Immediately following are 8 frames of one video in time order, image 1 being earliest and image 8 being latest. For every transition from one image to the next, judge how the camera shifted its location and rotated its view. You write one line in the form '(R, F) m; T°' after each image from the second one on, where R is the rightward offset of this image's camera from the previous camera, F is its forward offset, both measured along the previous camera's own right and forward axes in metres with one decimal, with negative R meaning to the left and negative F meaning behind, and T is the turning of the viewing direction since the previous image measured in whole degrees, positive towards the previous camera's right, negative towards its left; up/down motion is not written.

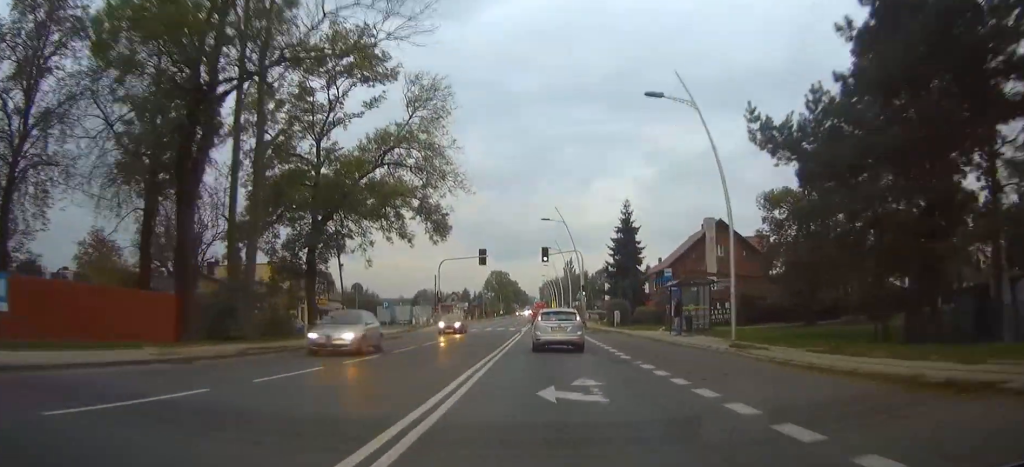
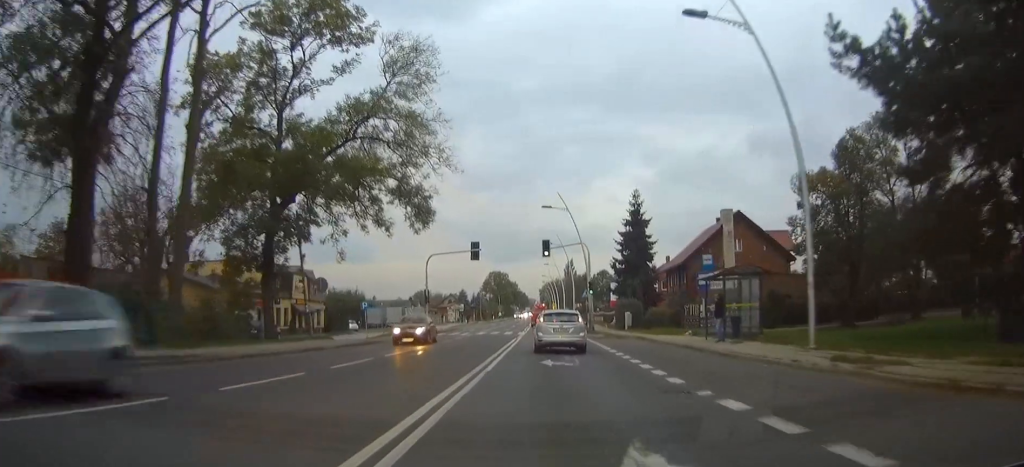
(0.0, +7.3) m; 0°
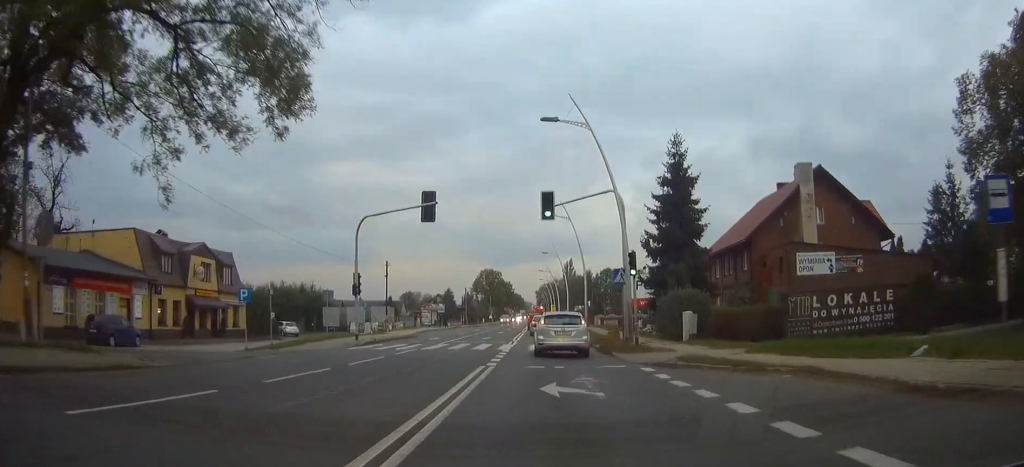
(0.0, +21.6) m; 0°
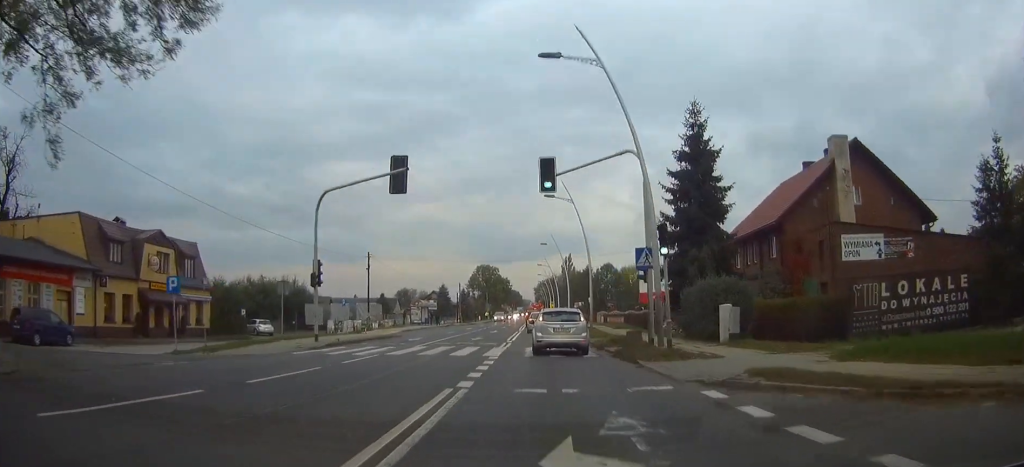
(0.0, +6.5) m; 0°
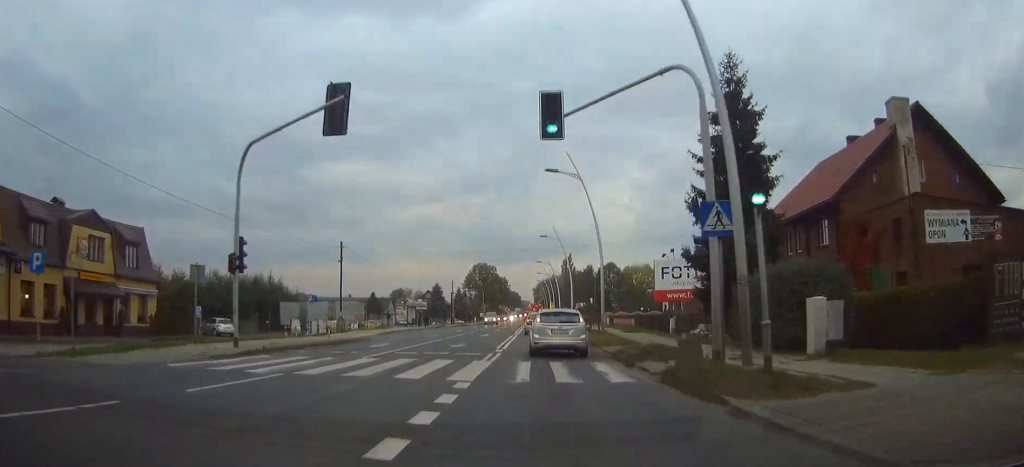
(0.0, +8.2) m; 0°
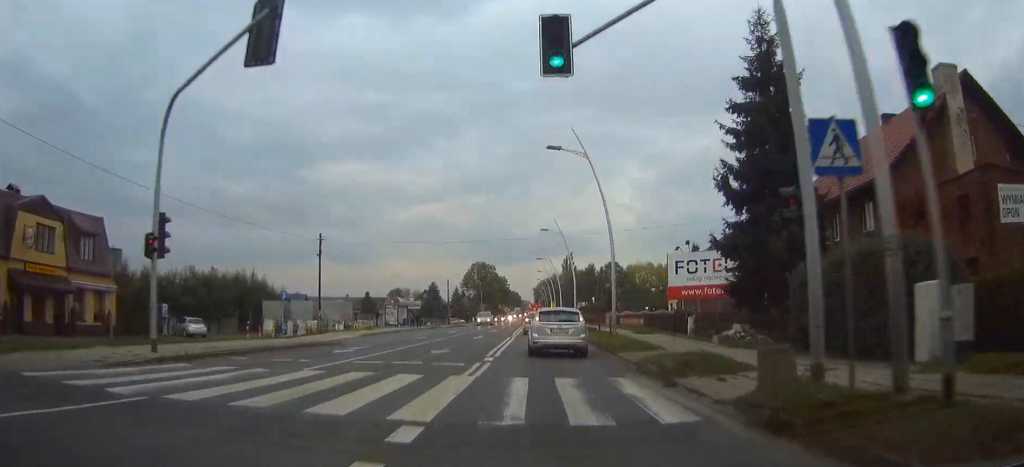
(0.0, +5.1) m; 0°
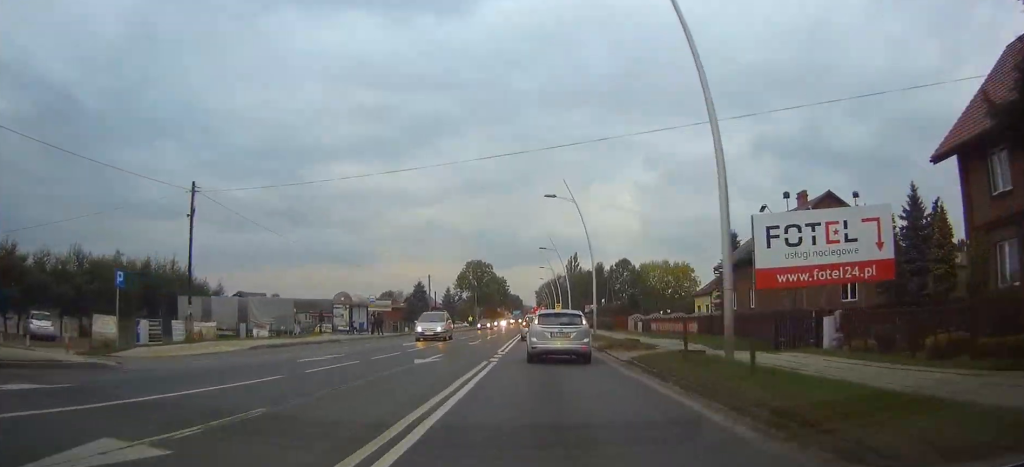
(-0.1, +18.9) m; 0°
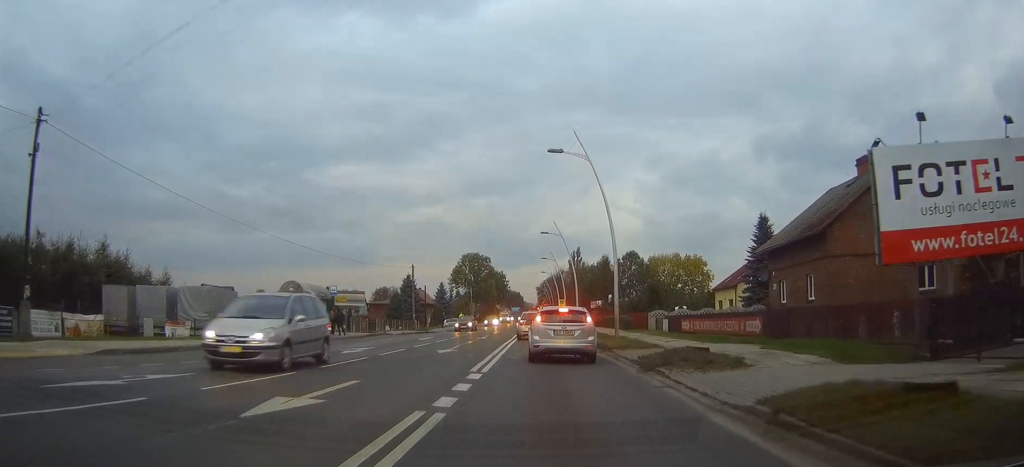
(0.0, +10.7) m; 0°
